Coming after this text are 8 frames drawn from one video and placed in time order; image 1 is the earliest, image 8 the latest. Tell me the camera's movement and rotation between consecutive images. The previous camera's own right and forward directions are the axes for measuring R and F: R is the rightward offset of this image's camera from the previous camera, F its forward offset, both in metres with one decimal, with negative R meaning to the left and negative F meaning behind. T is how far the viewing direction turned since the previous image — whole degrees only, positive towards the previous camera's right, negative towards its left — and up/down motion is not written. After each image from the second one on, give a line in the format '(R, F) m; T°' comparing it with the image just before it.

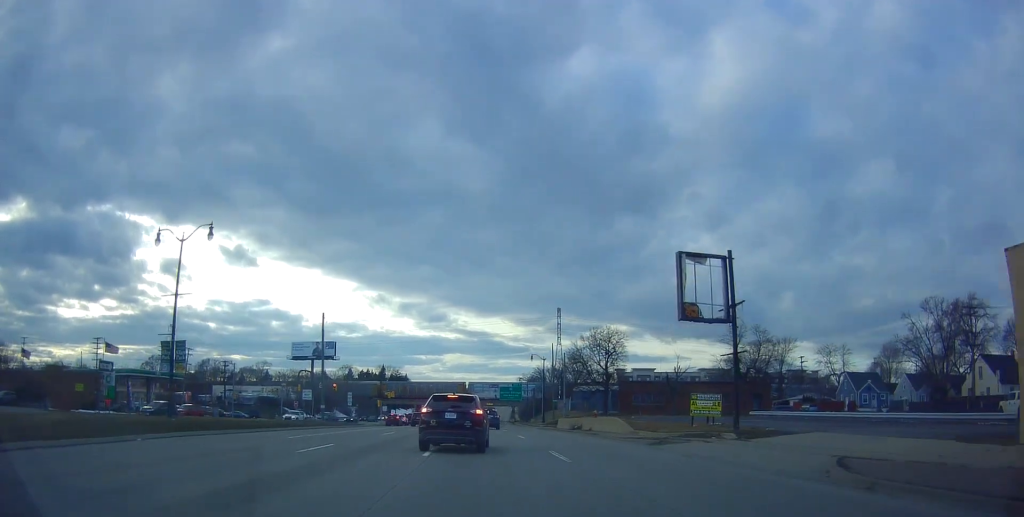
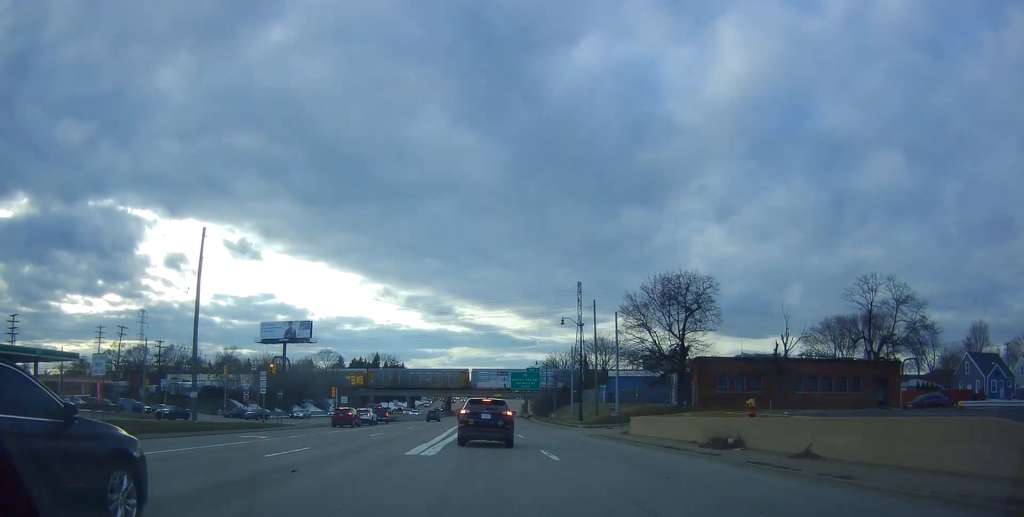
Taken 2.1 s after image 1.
(-0.1, +35.0) m; +1°
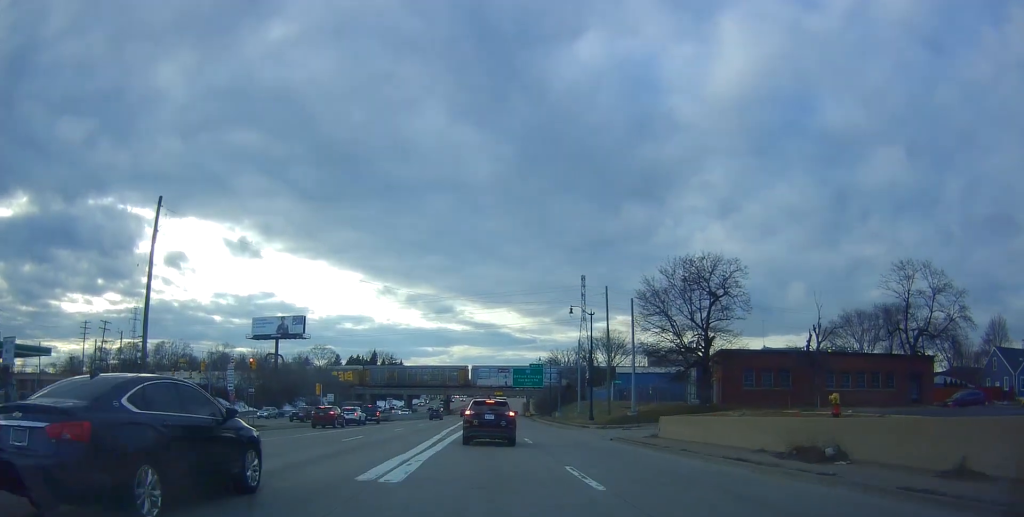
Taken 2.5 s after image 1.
(-0.1, +6.8) m; +1°
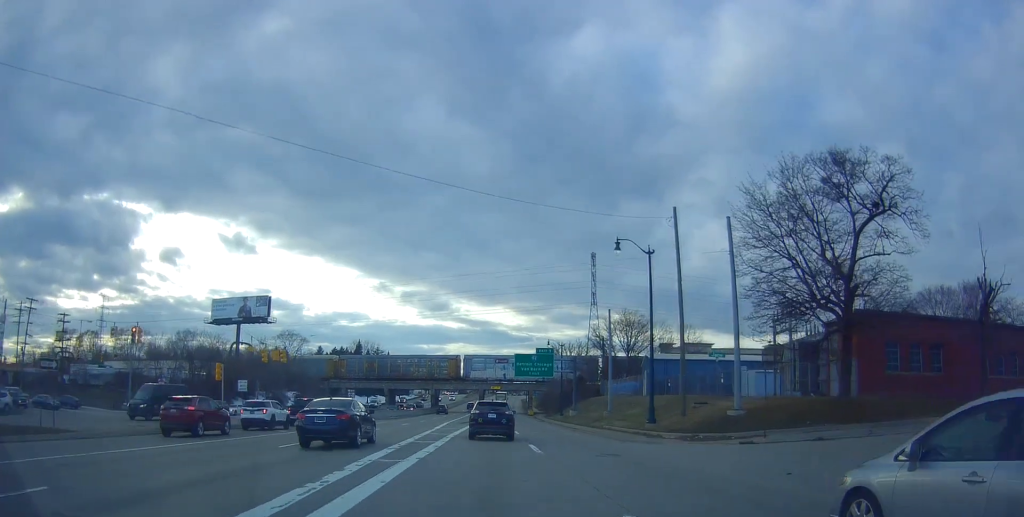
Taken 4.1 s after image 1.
(0.0, +23.1) m; -2°
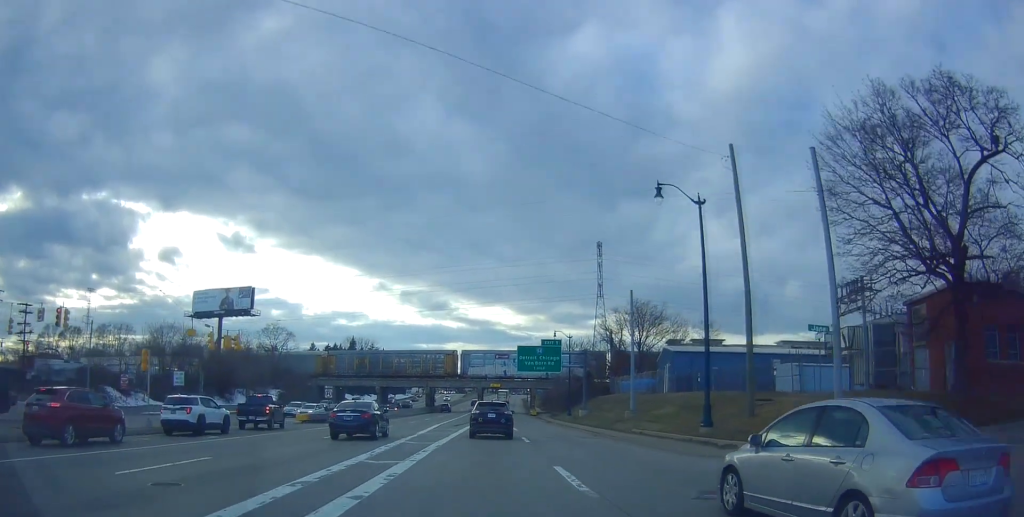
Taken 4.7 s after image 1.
(-0.3, +9.2) m; -1°
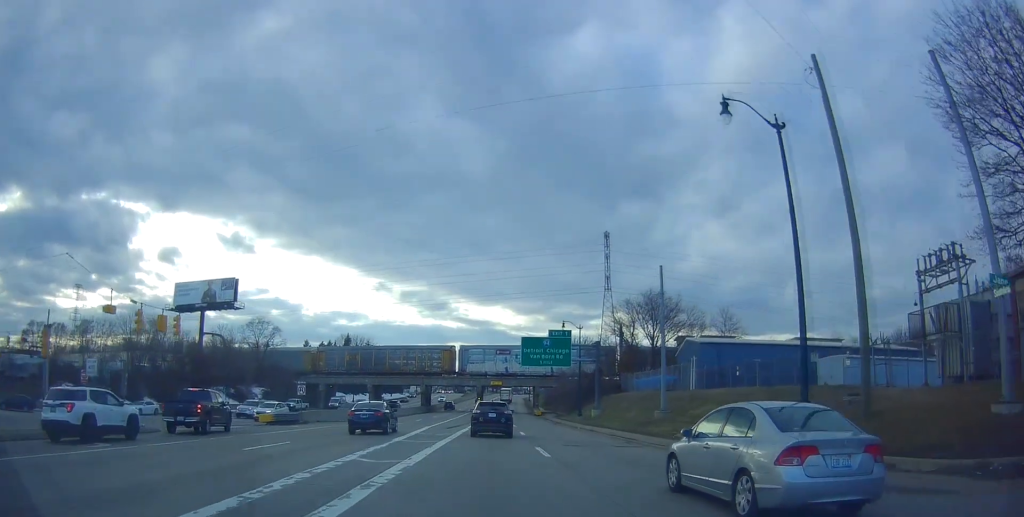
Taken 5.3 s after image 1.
(+0.2, +8.4) m; +1°
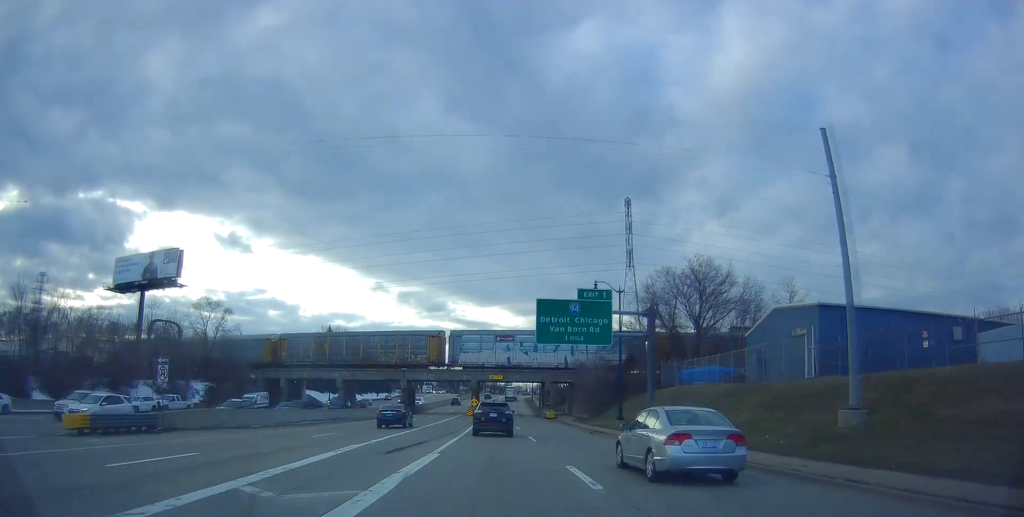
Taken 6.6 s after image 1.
(+0.3, +21.0) m; +1°
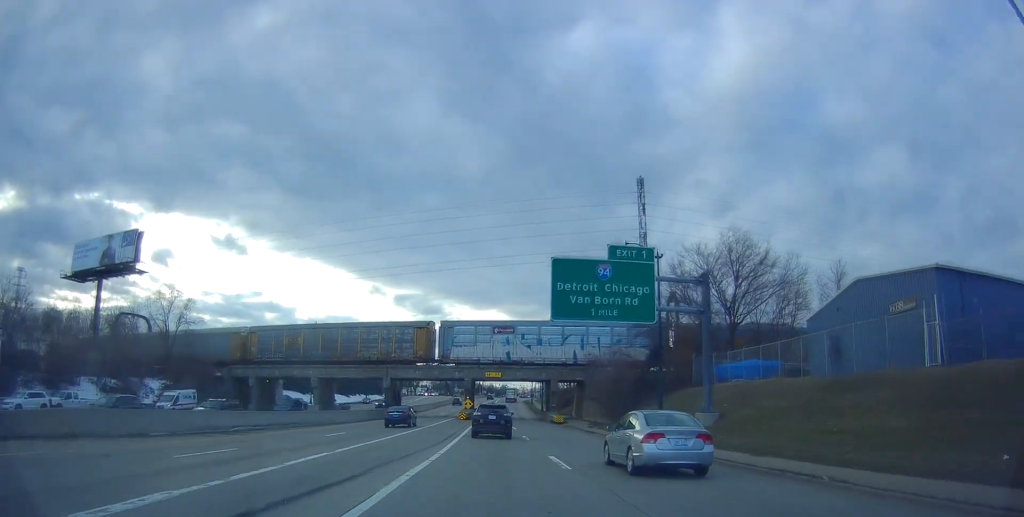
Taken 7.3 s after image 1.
(0.0, +11.7) m; -1°
